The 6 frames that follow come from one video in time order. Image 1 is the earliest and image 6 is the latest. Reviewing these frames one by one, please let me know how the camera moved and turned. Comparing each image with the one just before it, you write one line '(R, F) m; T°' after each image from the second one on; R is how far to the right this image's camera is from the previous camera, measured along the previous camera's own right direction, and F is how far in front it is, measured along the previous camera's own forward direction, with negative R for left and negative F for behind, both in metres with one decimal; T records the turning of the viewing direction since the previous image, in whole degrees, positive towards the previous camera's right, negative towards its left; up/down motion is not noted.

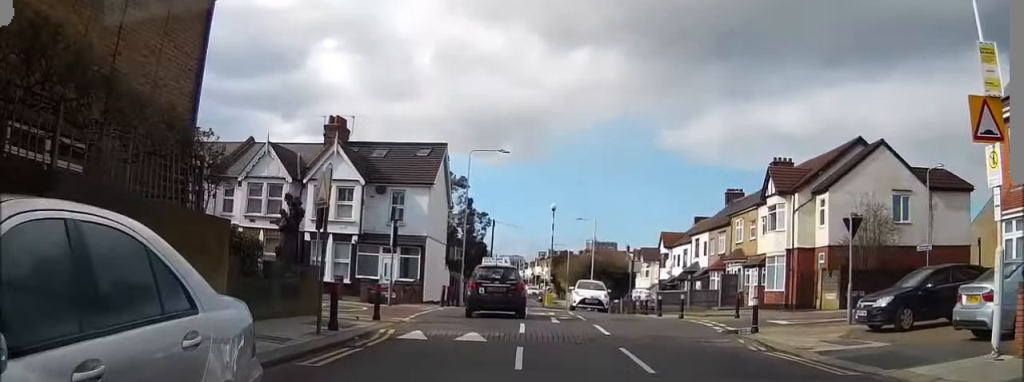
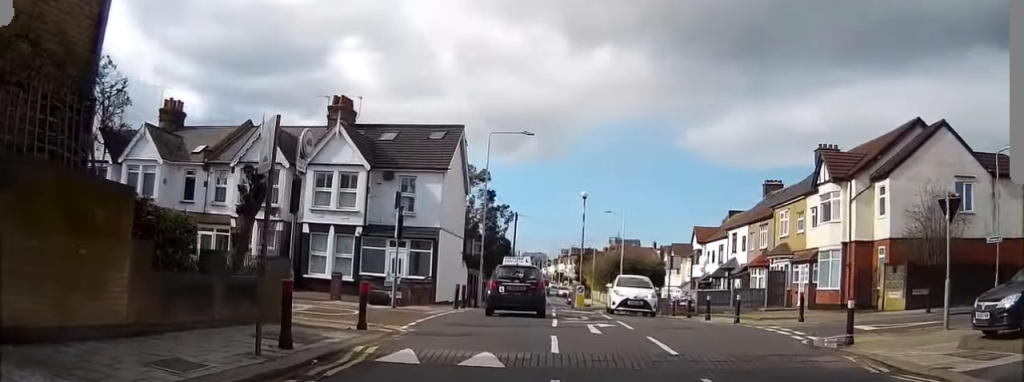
(0.0, +4.2) m; -1°
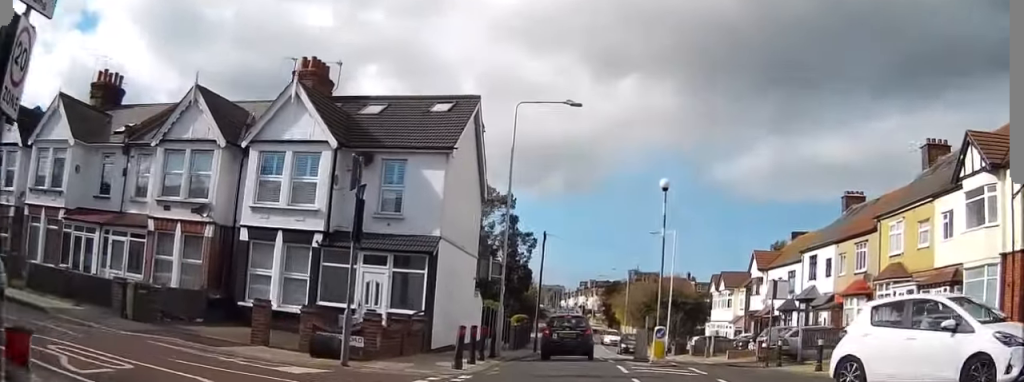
(-1.4, +11.0) m; -11°
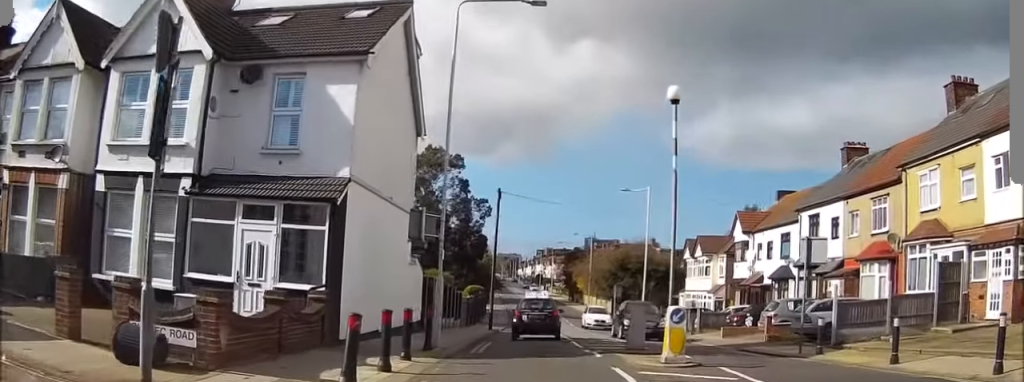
(+0.6, +6.2) m; +10°
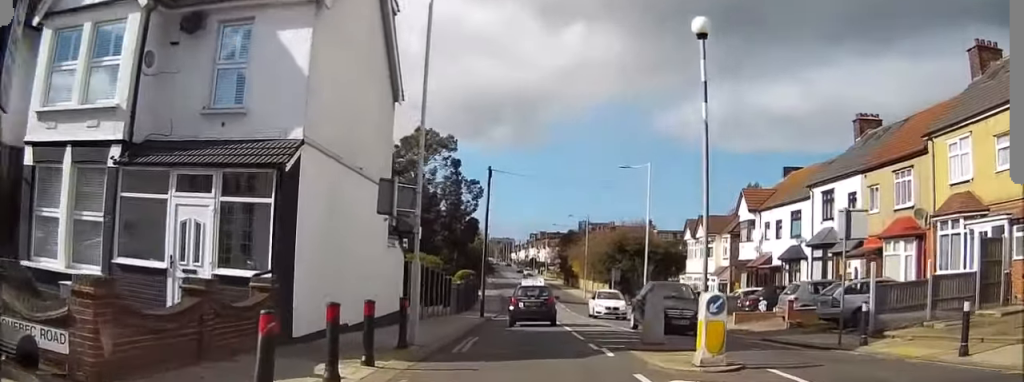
(0.0, +2.8) m; +1°
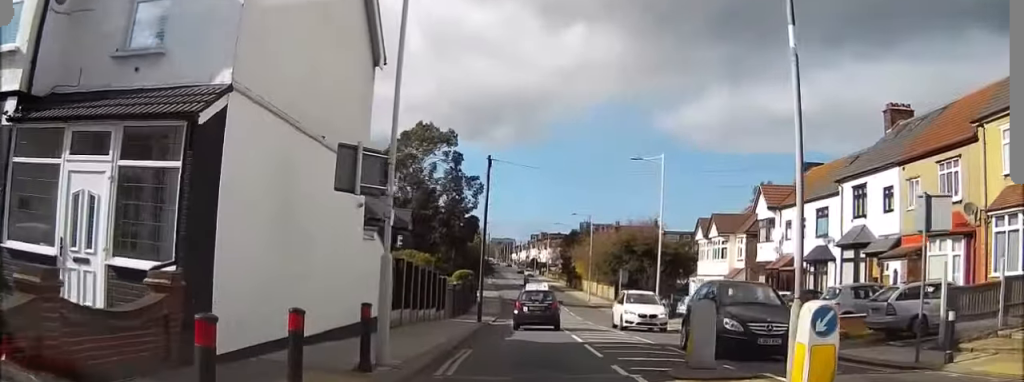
(0.0, +3.4) m; 0°
